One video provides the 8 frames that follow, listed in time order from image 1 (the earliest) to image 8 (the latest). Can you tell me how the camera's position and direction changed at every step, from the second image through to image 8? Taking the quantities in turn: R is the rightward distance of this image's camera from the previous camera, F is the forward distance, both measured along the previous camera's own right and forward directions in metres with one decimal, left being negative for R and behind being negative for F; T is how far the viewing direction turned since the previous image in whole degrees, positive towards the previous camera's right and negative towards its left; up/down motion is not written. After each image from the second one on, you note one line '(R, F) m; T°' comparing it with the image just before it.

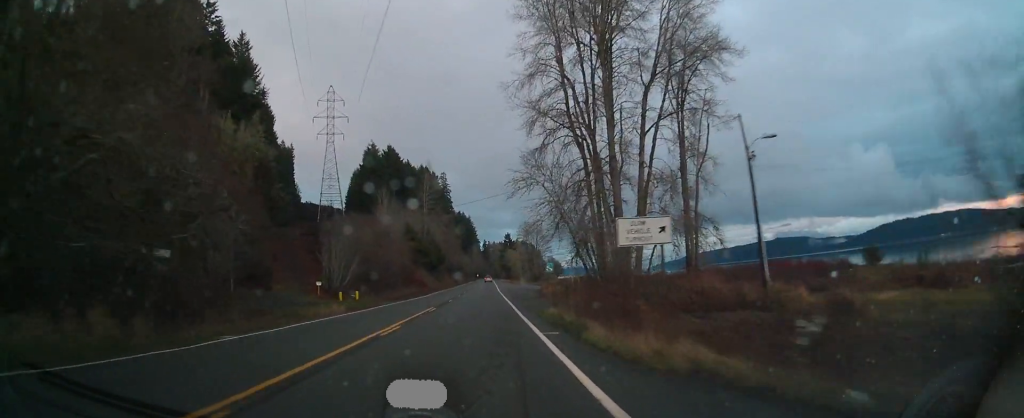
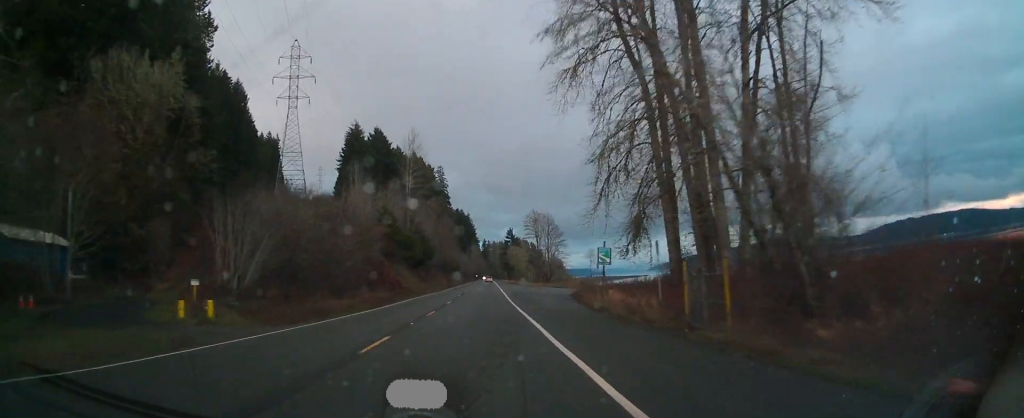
(+0.2, +29.2) m; 0°
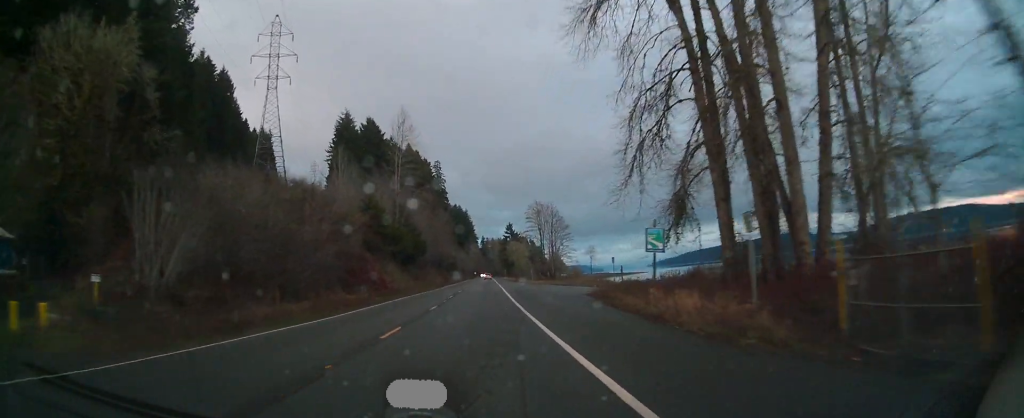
(0.0, +10.9) m; 0°
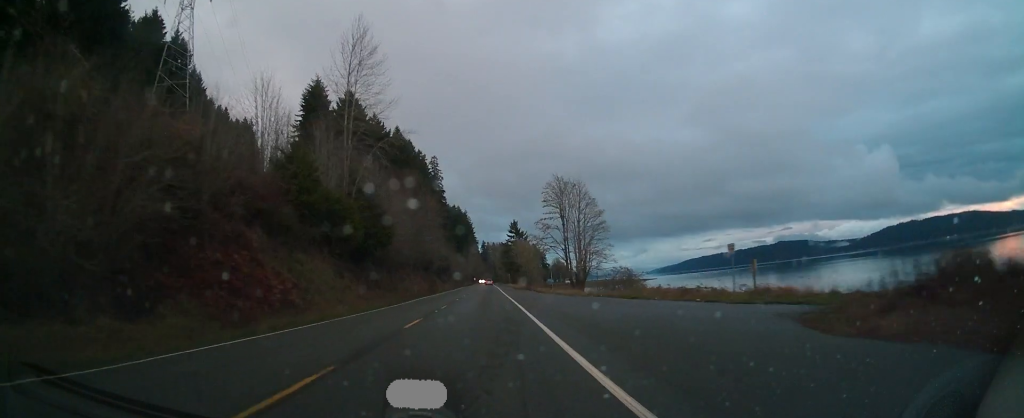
(-0.2, +34.7) m; 0°
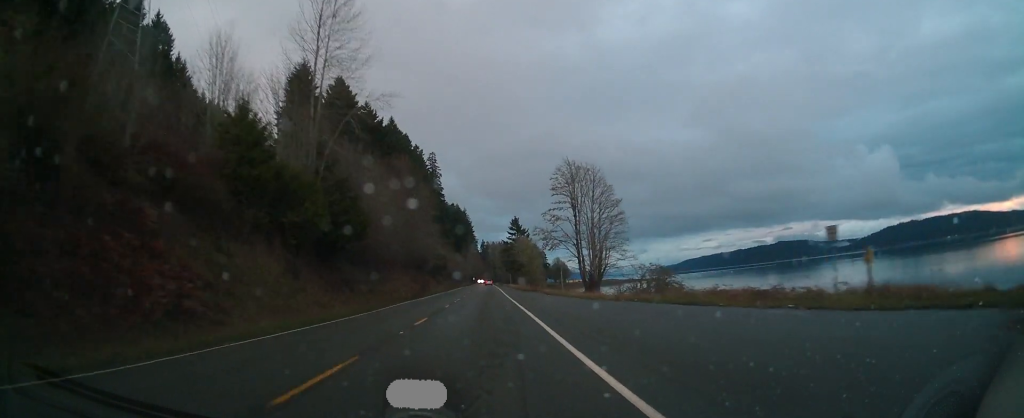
(+0.1, +11.4) m; 0°
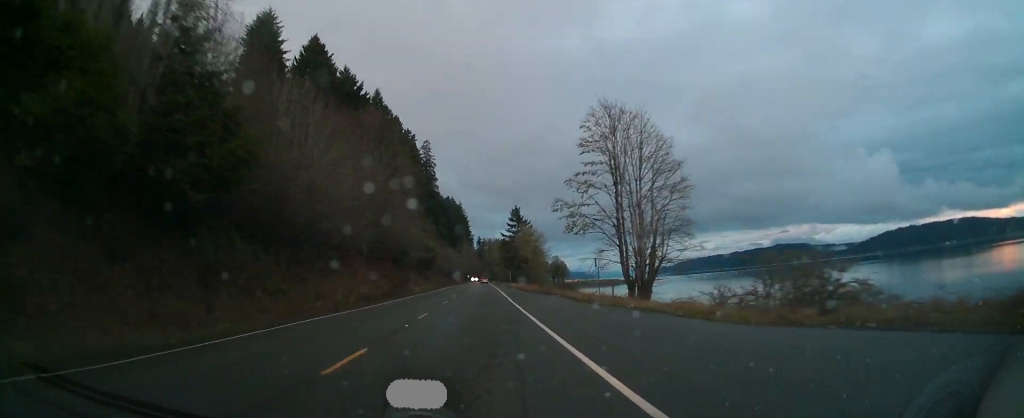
(+0.1, +24.1) m; 0°
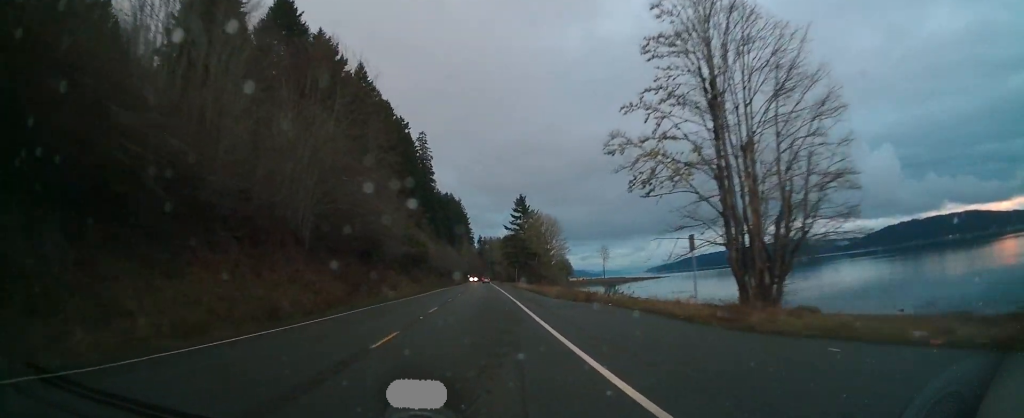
(0.0, +21.6) m; 0°
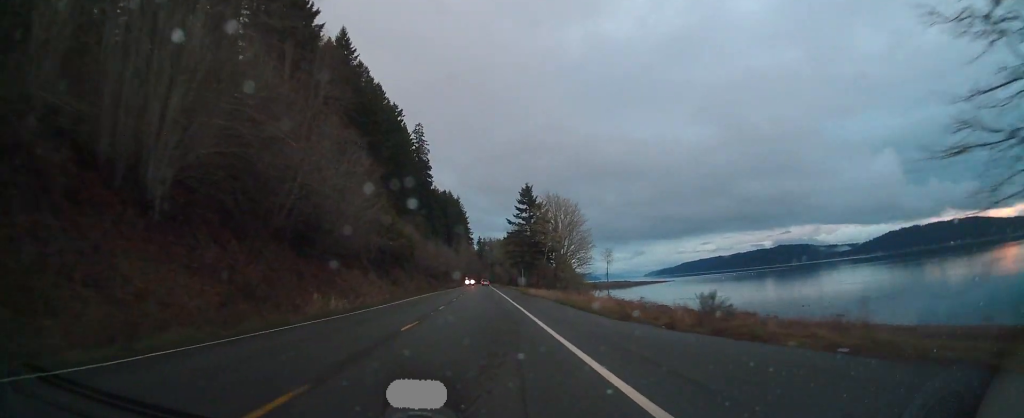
(-0.1, +21.3) m; -1°
